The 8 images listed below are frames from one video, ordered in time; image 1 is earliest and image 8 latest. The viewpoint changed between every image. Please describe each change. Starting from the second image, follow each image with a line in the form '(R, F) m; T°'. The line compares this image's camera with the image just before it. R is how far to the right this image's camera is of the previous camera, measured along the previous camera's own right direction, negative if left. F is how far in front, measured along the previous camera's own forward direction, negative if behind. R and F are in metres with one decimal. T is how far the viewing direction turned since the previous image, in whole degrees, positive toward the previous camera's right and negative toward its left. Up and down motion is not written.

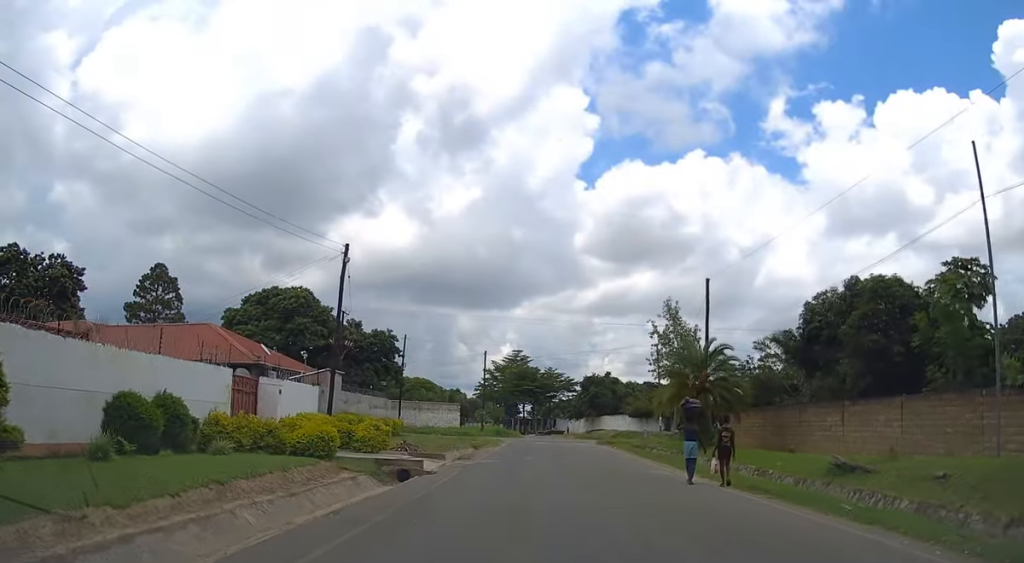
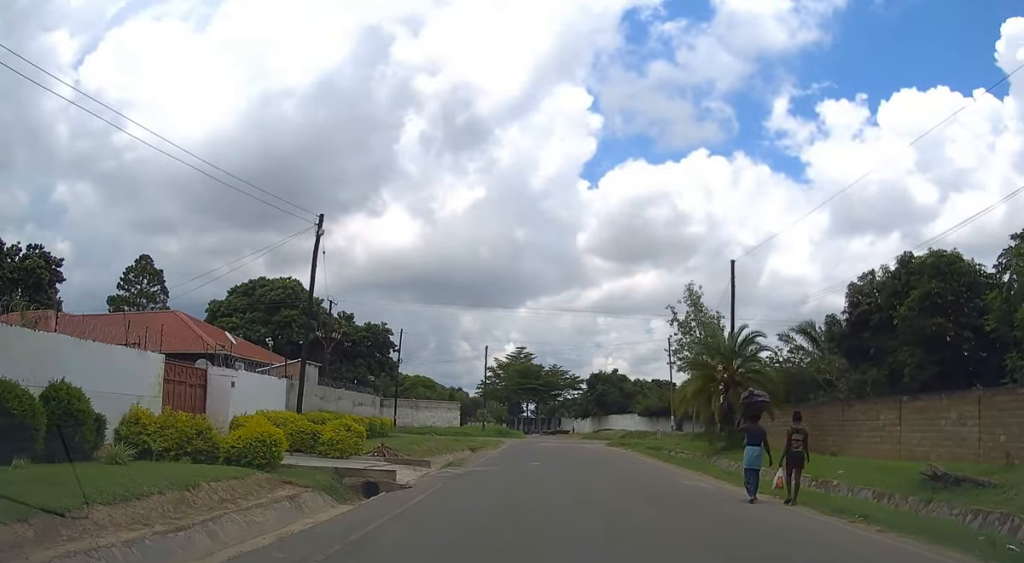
(0.0, +4.5) m; +1°
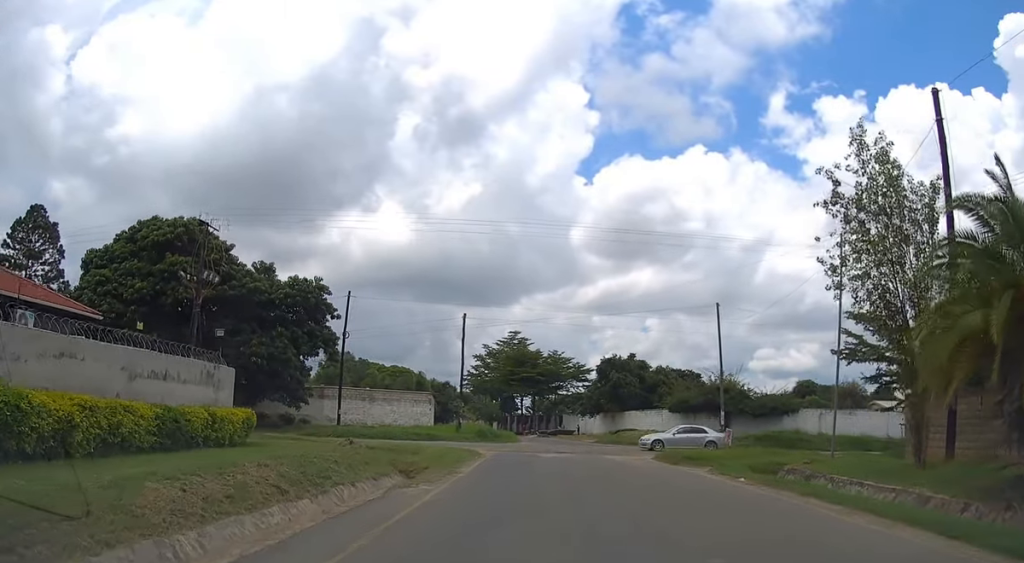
(+0.1, +20.2) m; +1°
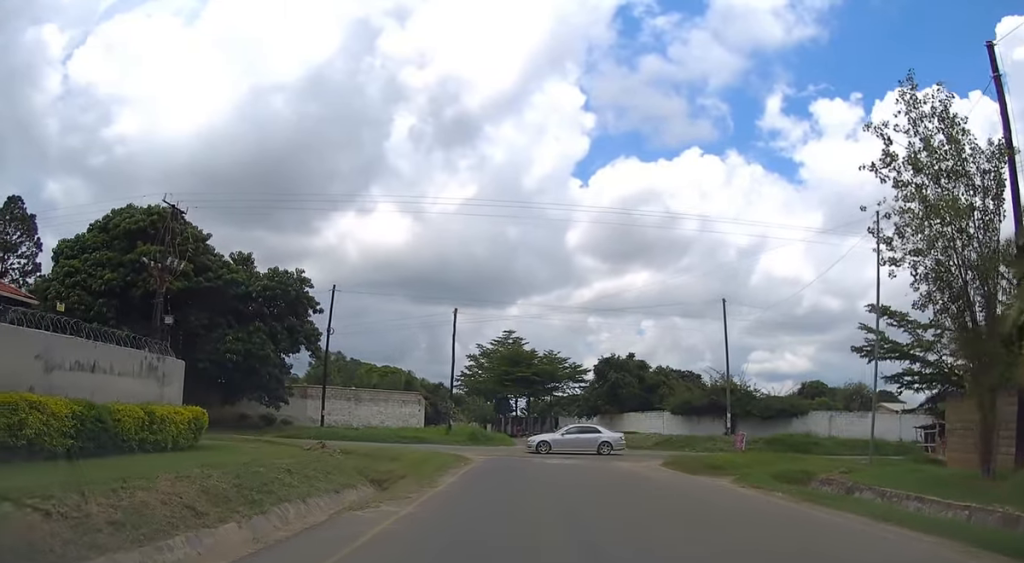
(0.0, +3.0) m; 0°
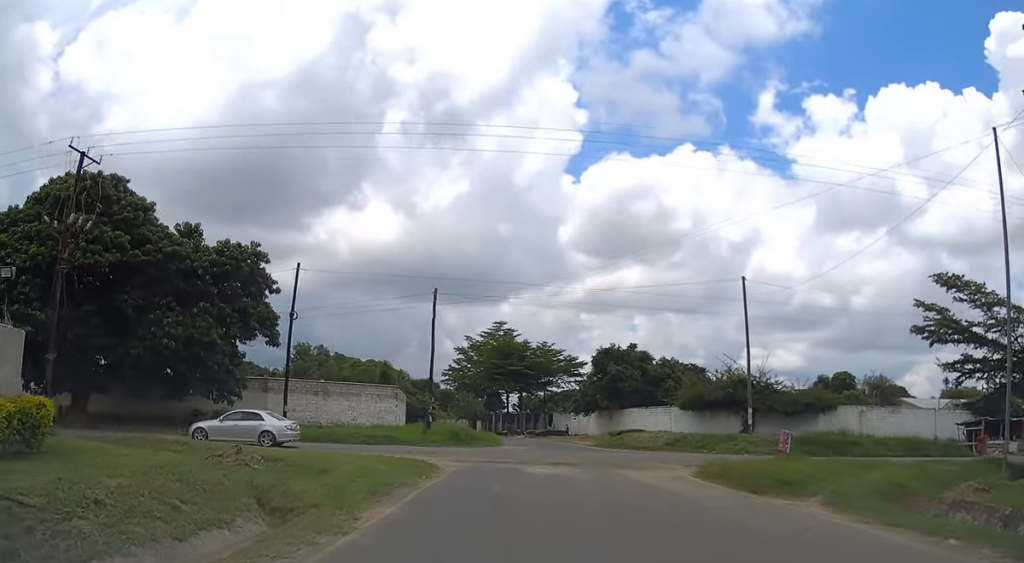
(+0.1, +6.8) m; +1°
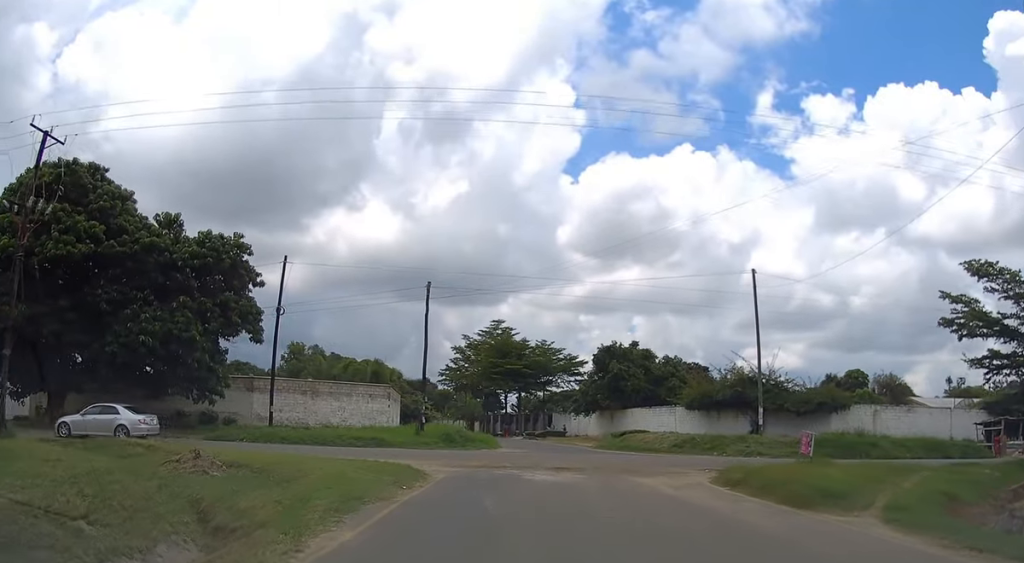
(0.0, +2.5) m; 0°
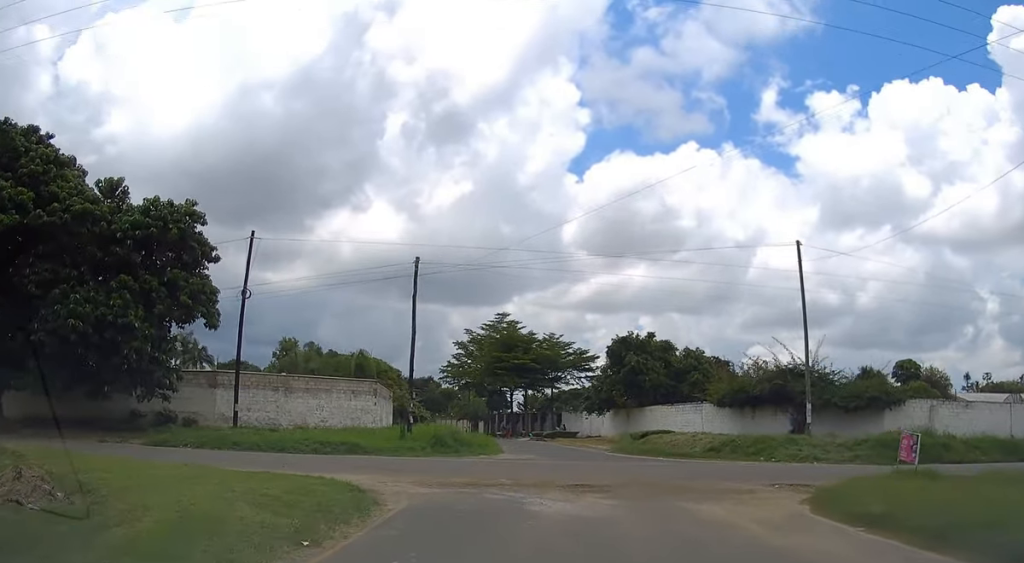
(+0.1, +7.1) m; -1°
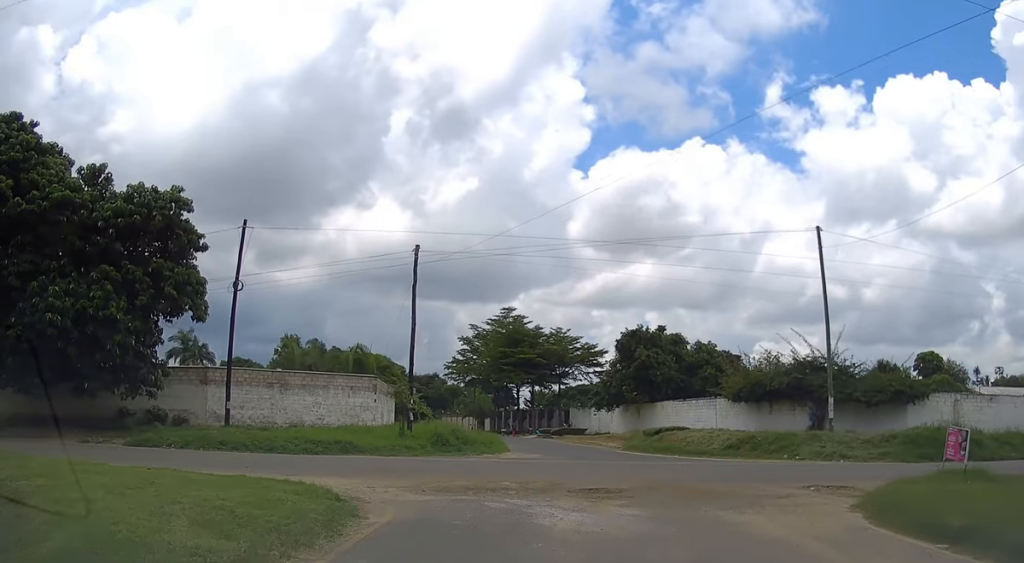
(-0.1, +1.9) m; 0°
